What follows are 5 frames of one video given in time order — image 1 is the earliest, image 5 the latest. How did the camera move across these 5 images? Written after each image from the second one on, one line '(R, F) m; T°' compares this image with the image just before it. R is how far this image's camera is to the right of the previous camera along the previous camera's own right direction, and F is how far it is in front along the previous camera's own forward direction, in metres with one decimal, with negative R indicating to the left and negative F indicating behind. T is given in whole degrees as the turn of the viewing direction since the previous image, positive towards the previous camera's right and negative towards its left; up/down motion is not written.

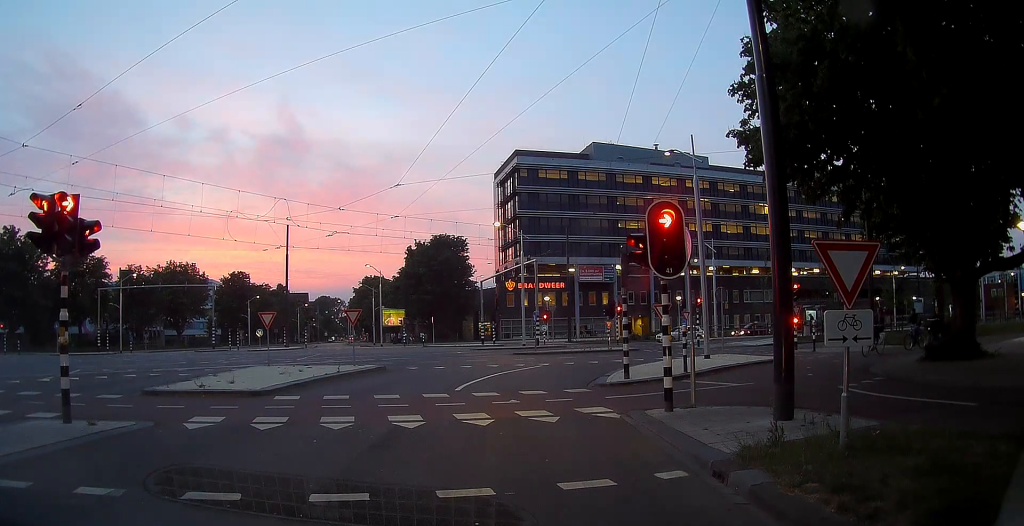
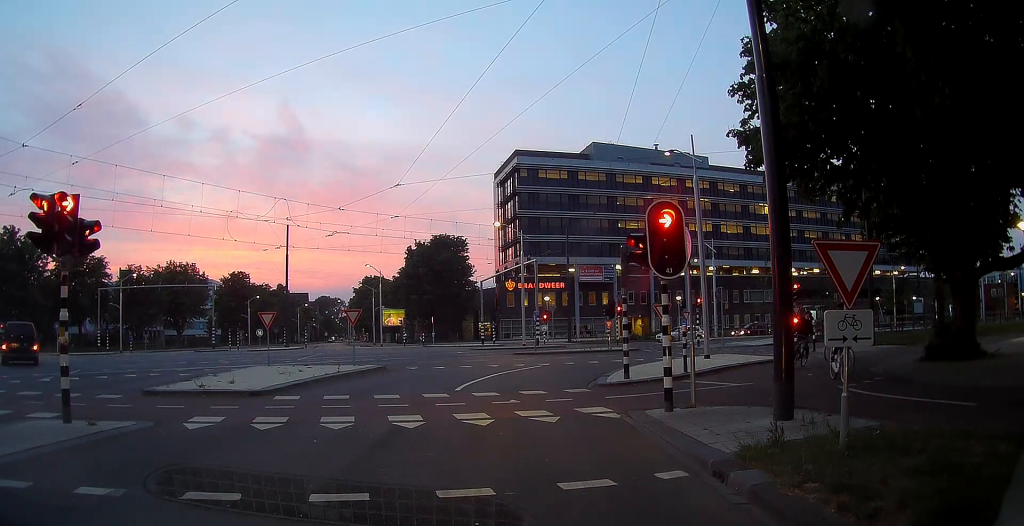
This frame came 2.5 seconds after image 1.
(0.0, 0.0) m; 0°
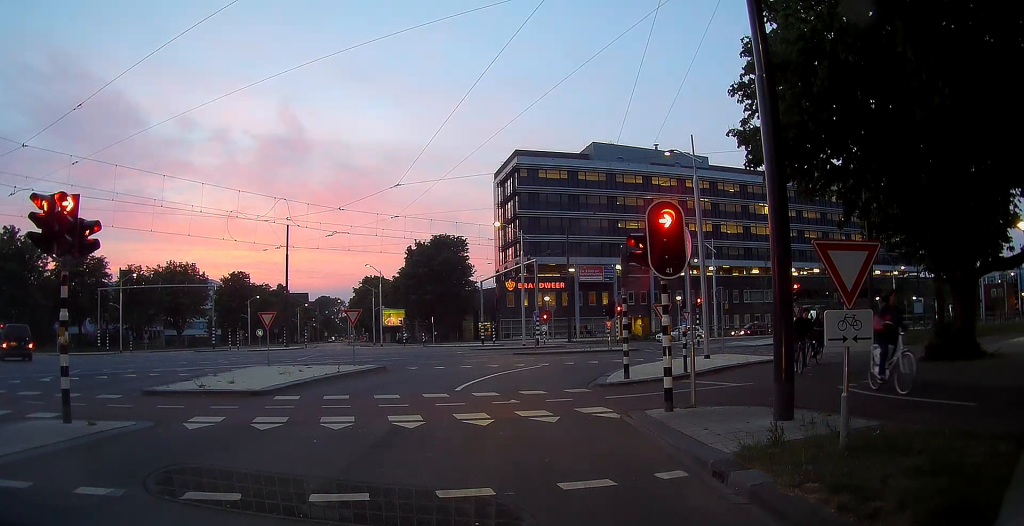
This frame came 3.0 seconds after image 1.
(0.0, 0.0) m; 0°
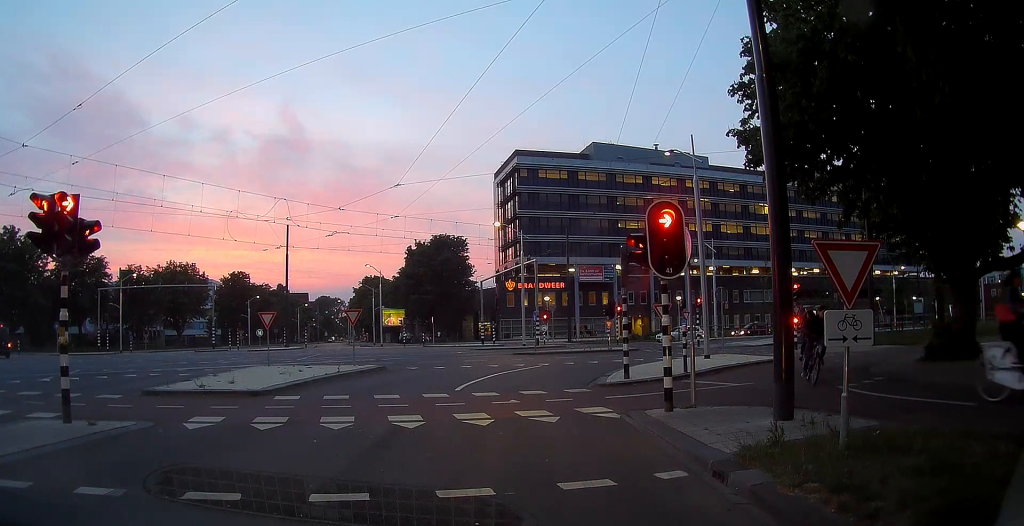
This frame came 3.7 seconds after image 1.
(0.0, 0.0) m; 0°
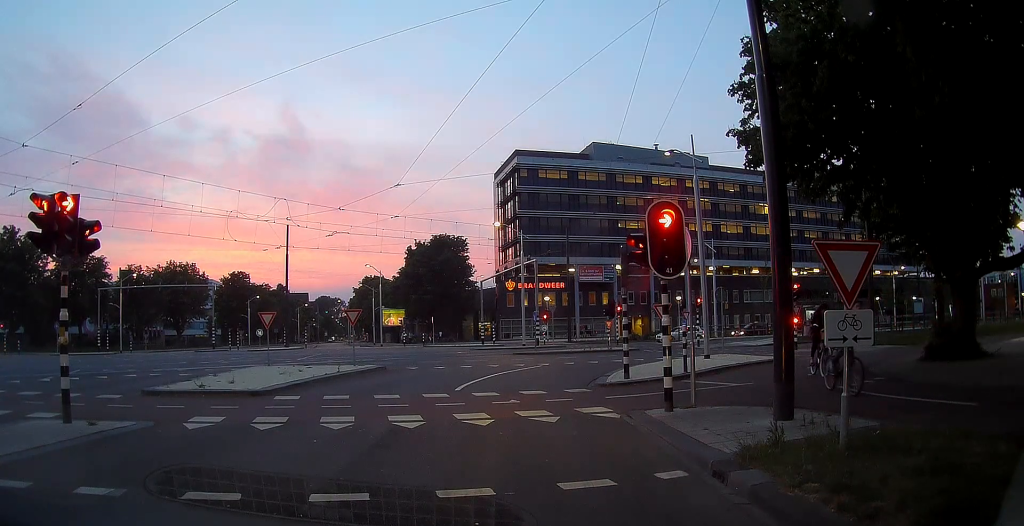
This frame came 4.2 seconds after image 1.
(0.0, 0.0) m; 0°
